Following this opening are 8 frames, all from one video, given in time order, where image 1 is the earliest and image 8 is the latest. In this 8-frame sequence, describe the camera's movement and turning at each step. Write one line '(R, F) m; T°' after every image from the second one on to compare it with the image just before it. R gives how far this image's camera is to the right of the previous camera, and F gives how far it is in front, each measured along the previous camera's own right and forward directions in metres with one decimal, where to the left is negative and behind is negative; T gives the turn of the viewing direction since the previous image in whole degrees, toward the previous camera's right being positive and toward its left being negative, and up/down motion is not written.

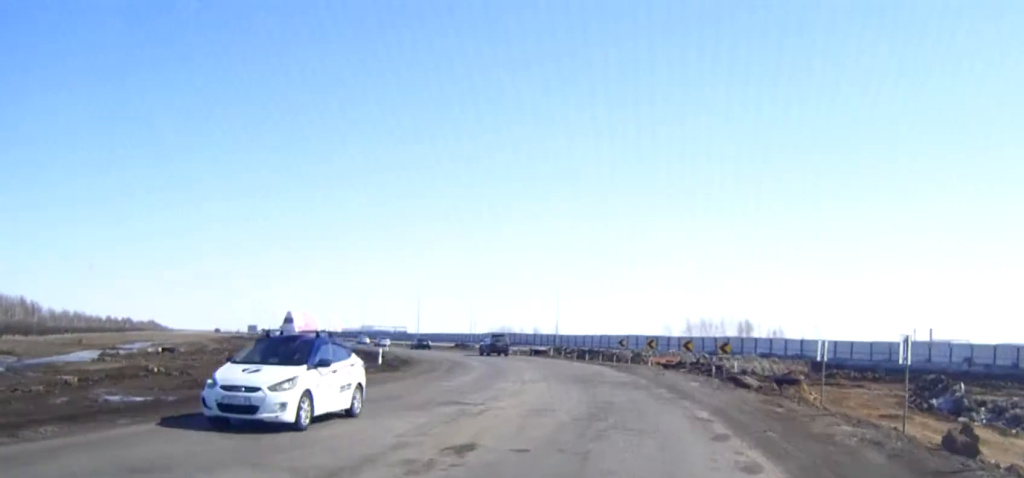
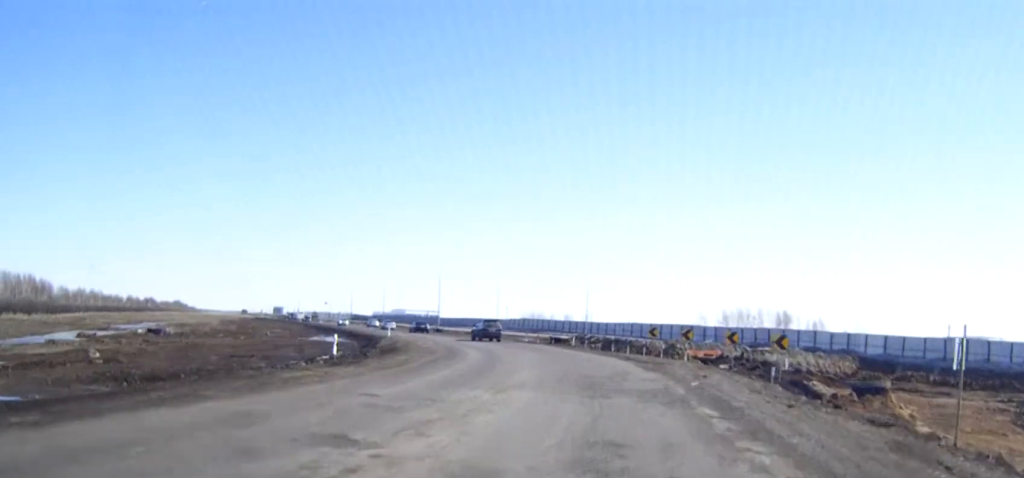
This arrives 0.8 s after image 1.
(-0.2, +9.0) m; -2°
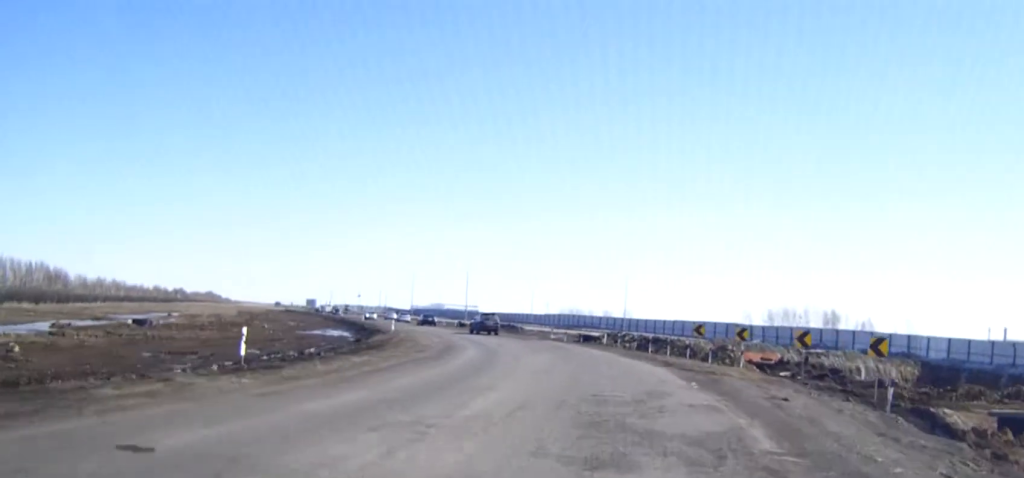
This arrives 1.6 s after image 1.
(-0.2, +9.4) m; -2°
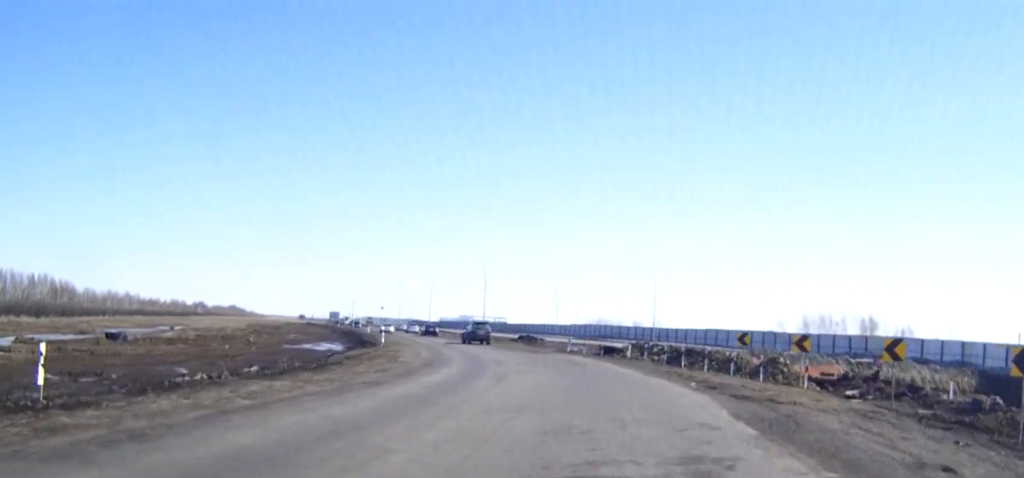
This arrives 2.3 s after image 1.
(-0.2, +8.6) m; -2°
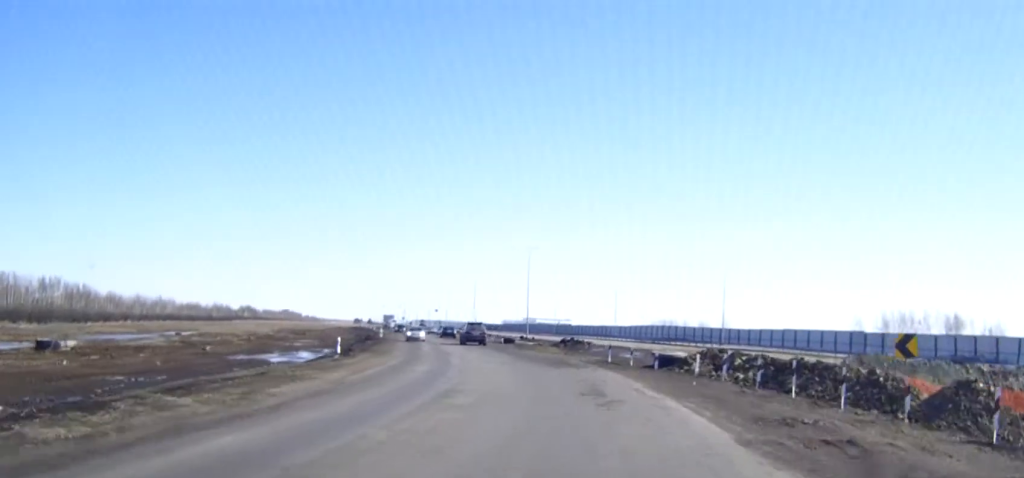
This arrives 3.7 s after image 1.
(-0.7, +16.7) m; -6°
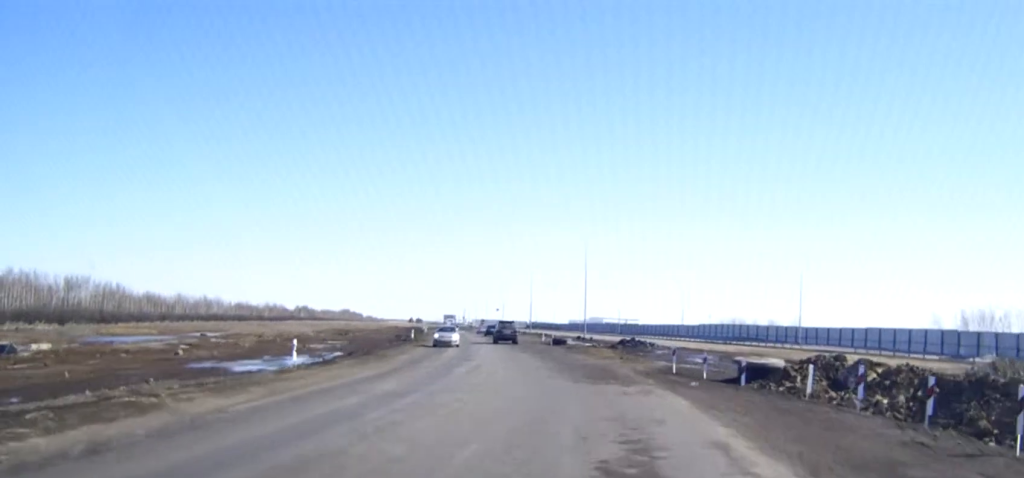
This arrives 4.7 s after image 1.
(-0.5, +10.8) m; -5°
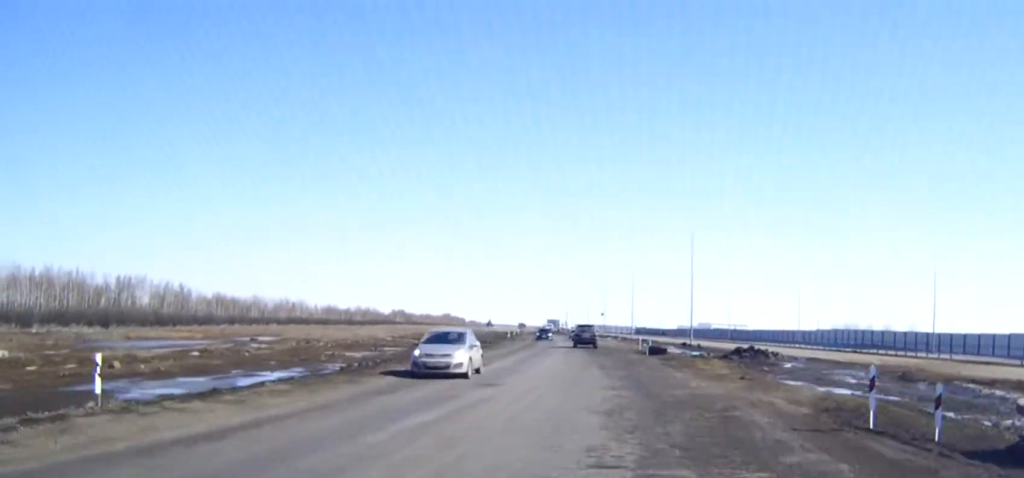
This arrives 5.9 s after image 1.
(-0.9, +14.5) m; -6°
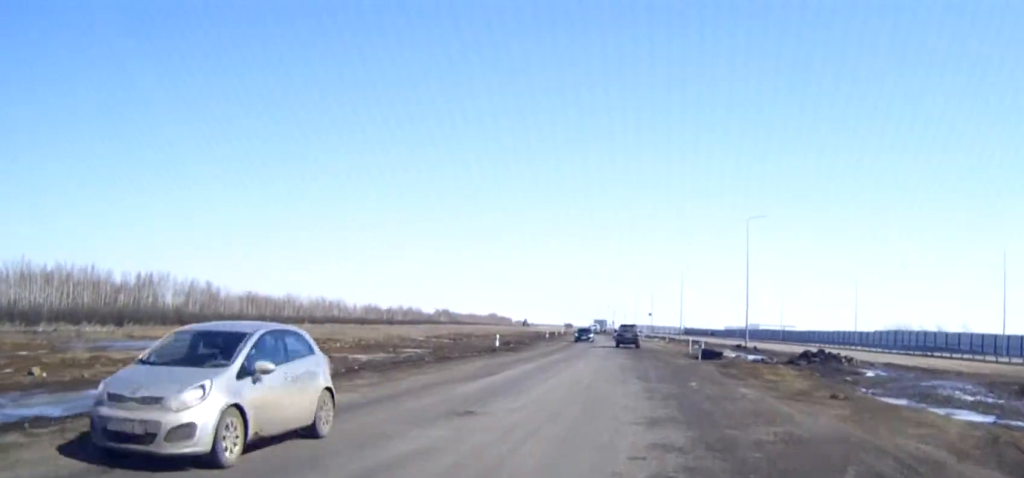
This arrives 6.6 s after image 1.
(-0.2, +8.0) m; -1°
